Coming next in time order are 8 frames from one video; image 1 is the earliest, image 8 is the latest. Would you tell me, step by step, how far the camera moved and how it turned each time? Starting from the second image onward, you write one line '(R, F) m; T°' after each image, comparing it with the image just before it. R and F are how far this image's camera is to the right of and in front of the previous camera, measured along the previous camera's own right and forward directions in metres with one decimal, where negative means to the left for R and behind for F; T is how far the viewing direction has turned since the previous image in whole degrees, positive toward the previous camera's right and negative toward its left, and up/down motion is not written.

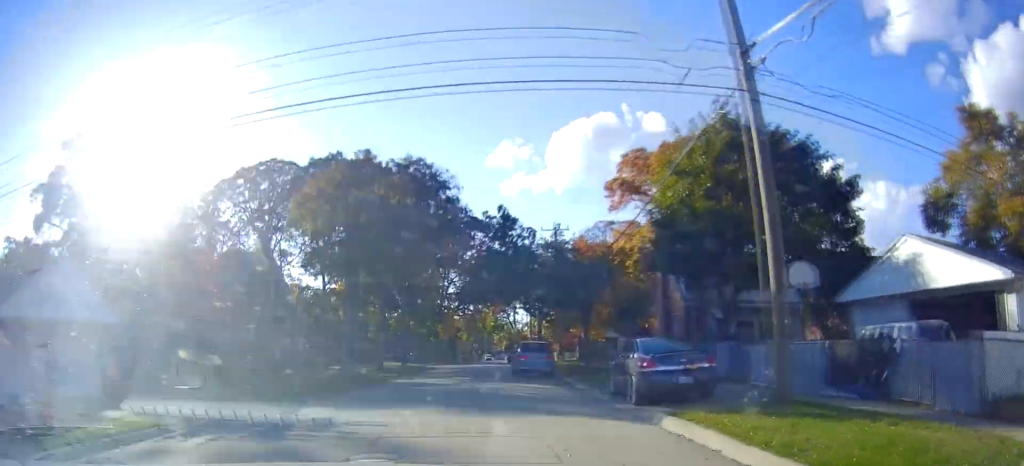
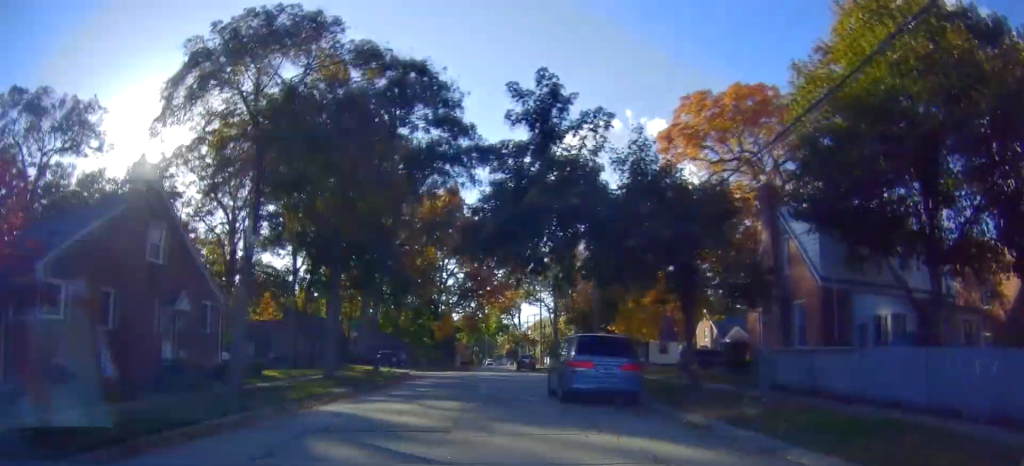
(-0.5, +14.9) m; 0°
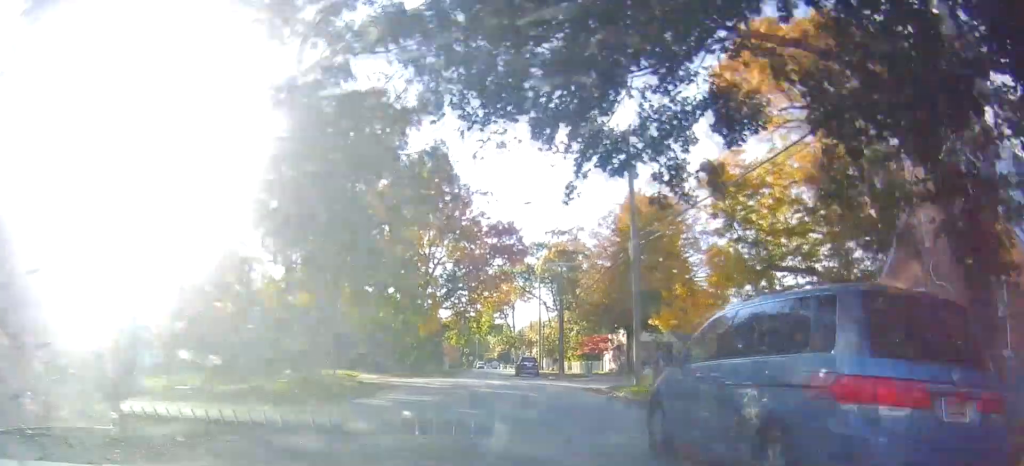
(+0.3, +11.3) m; +1°
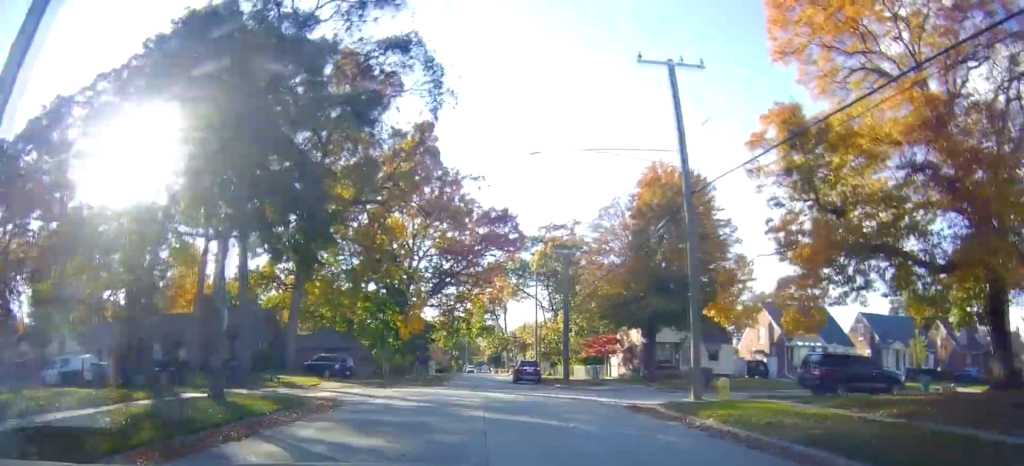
(0.0, +8.4) m; 0°
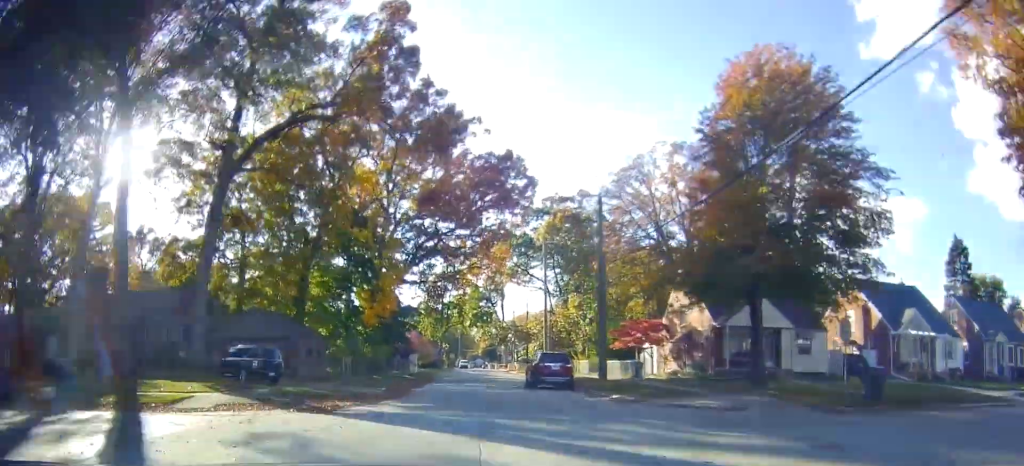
(0.0, +15.7) m; +2°
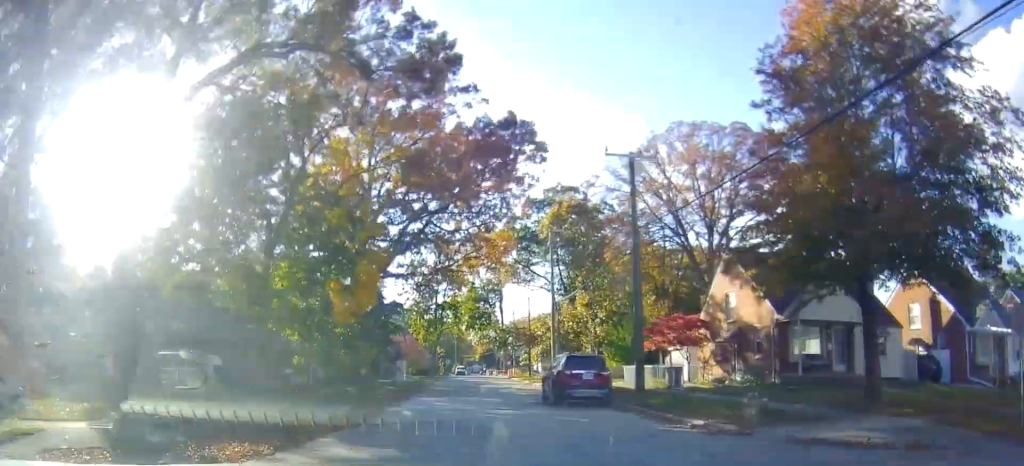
(+0.1, +7.8) m; +1°
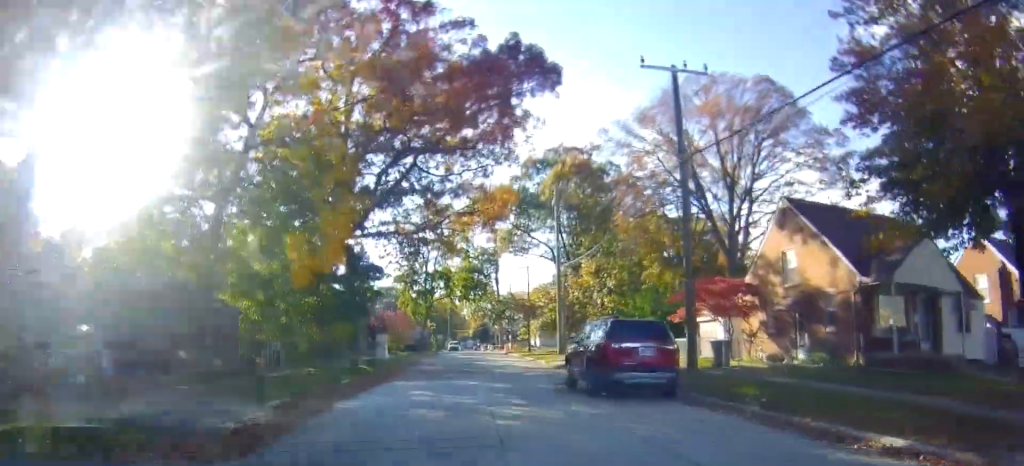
(+0.3, +6.7) m; 0°
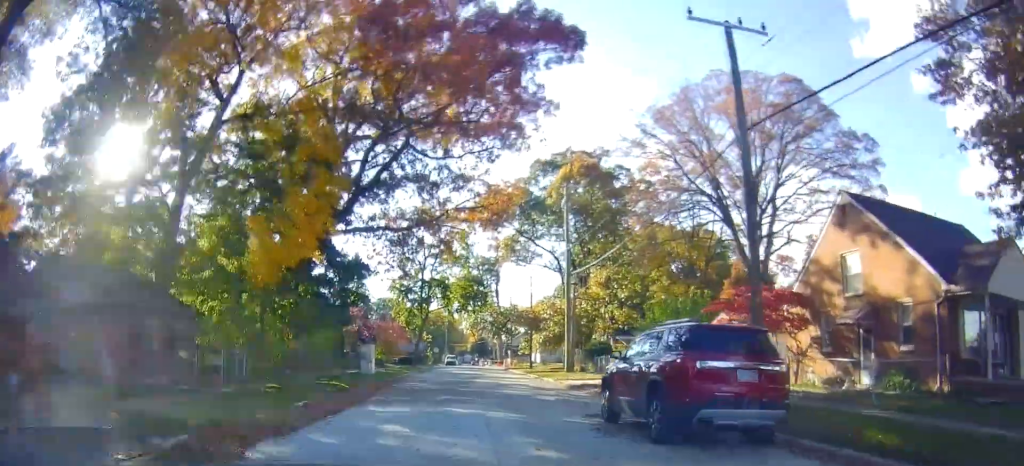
(-0.2, +4.5) m; 0°
